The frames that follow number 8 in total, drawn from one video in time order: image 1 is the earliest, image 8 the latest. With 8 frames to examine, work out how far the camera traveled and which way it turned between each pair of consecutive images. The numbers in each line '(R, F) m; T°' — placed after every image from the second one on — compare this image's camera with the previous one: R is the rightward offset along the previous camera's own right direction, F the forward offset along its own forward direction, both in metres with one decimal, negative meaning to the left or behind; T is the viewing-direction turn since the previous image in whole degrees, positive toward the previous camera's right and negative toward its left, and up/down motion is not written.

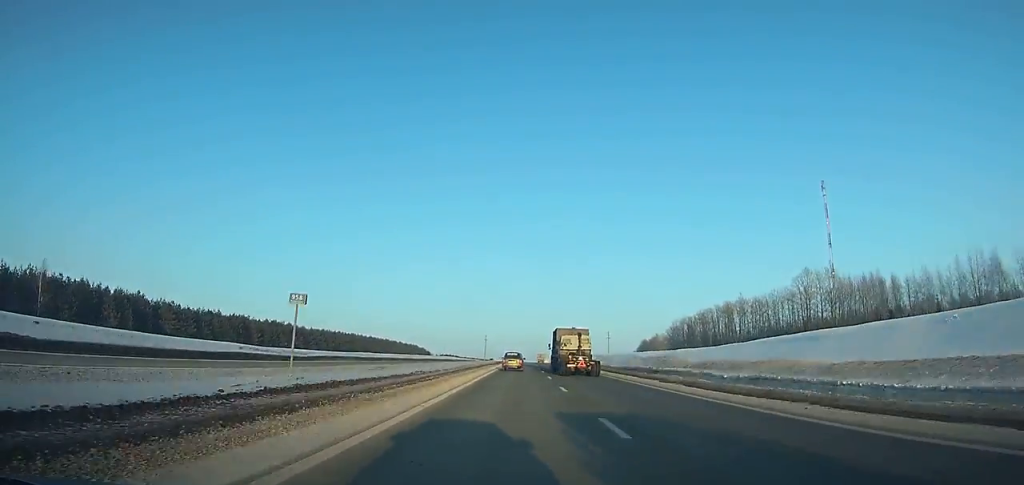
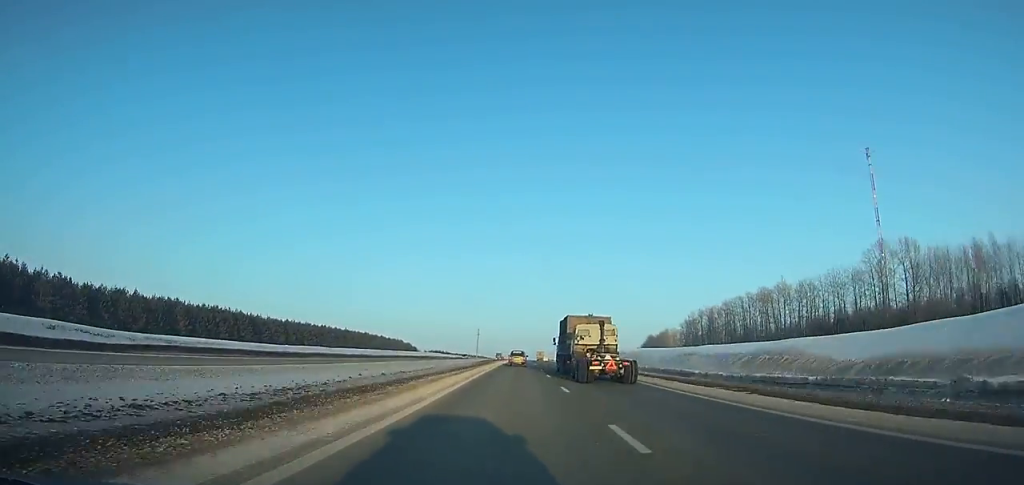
(+0.1, +37.5) m; 0°
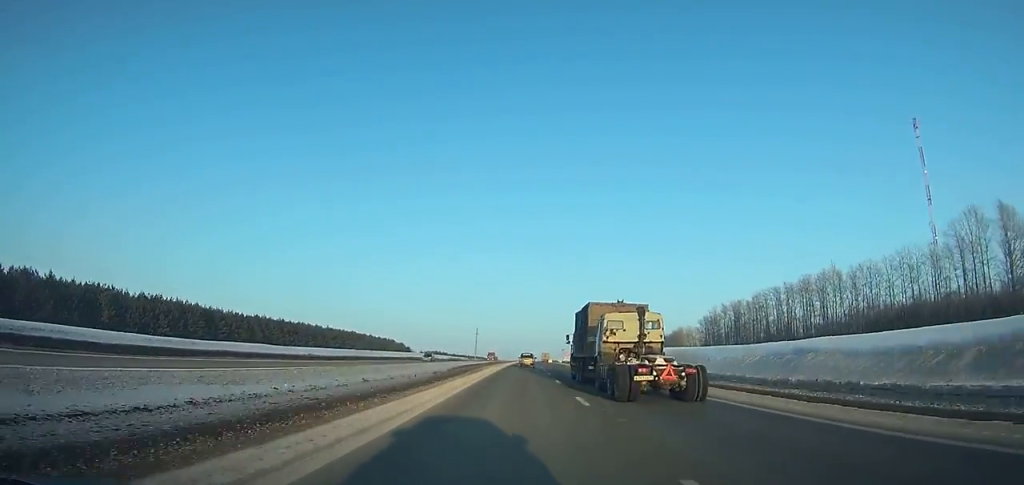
(+0.2, +28.9) m; 0°
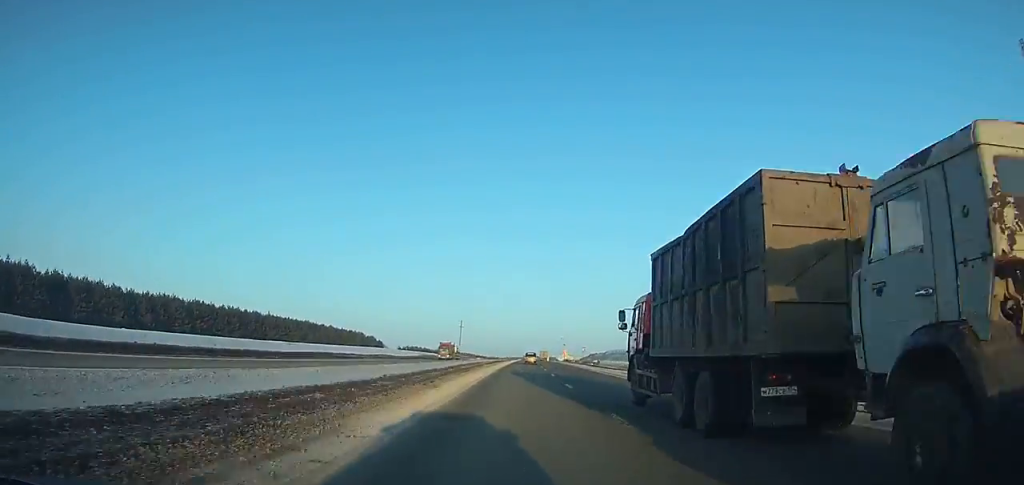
(+0.1, +53.2) m; +1°
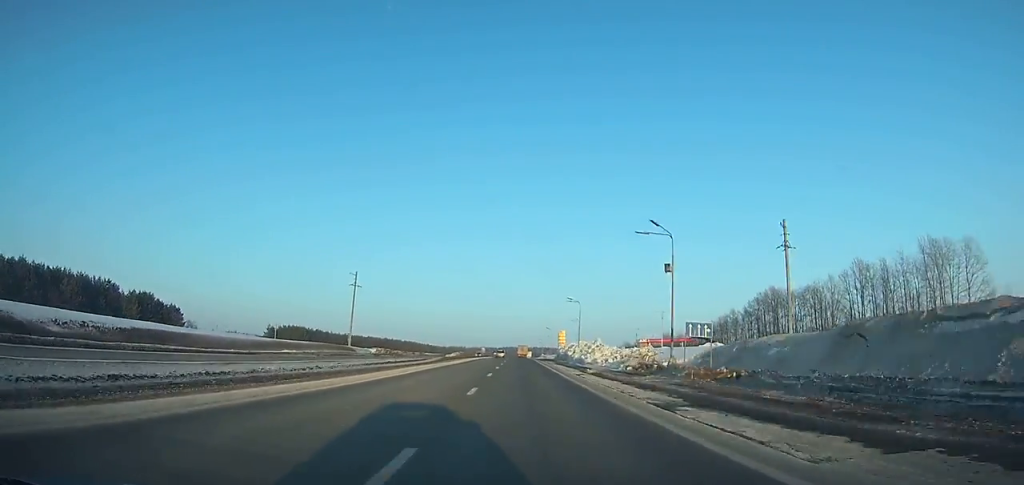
(+3.7, +169.2) m; +1°
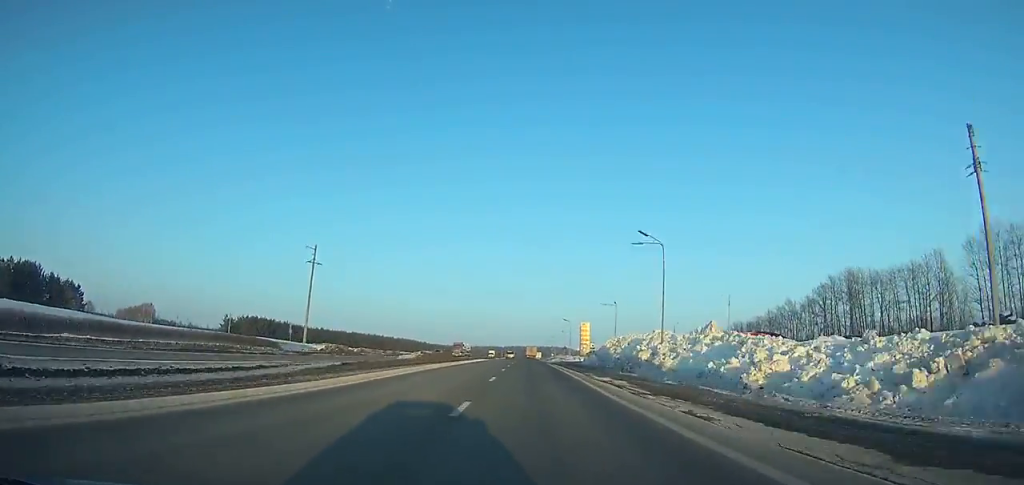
(-0.4, +41.1) m; 0°
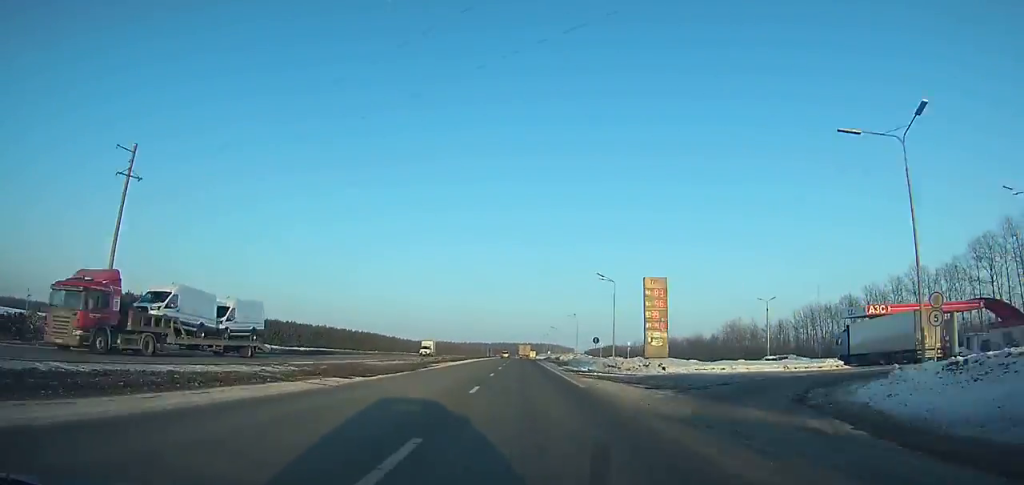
(+0.7, +66.3) m; +1°
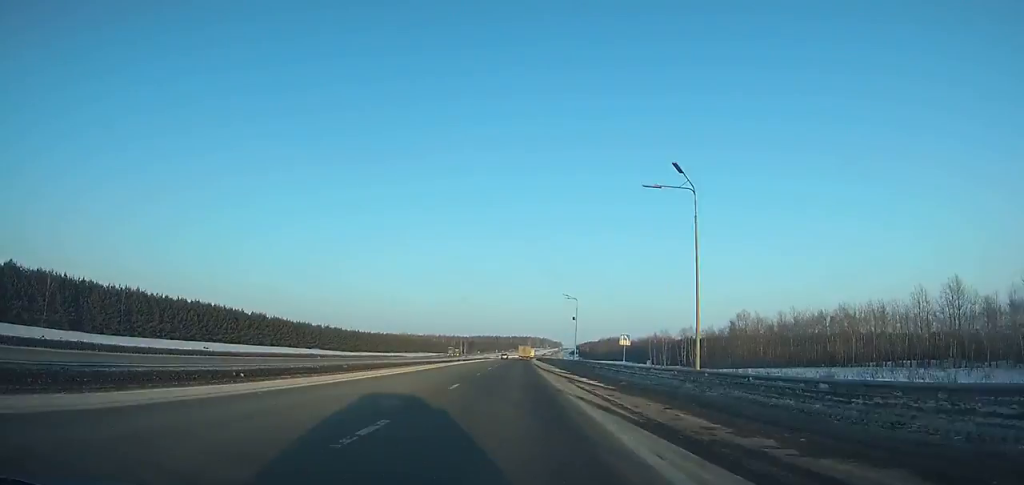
(+3.5, +166.3) m; +2°
